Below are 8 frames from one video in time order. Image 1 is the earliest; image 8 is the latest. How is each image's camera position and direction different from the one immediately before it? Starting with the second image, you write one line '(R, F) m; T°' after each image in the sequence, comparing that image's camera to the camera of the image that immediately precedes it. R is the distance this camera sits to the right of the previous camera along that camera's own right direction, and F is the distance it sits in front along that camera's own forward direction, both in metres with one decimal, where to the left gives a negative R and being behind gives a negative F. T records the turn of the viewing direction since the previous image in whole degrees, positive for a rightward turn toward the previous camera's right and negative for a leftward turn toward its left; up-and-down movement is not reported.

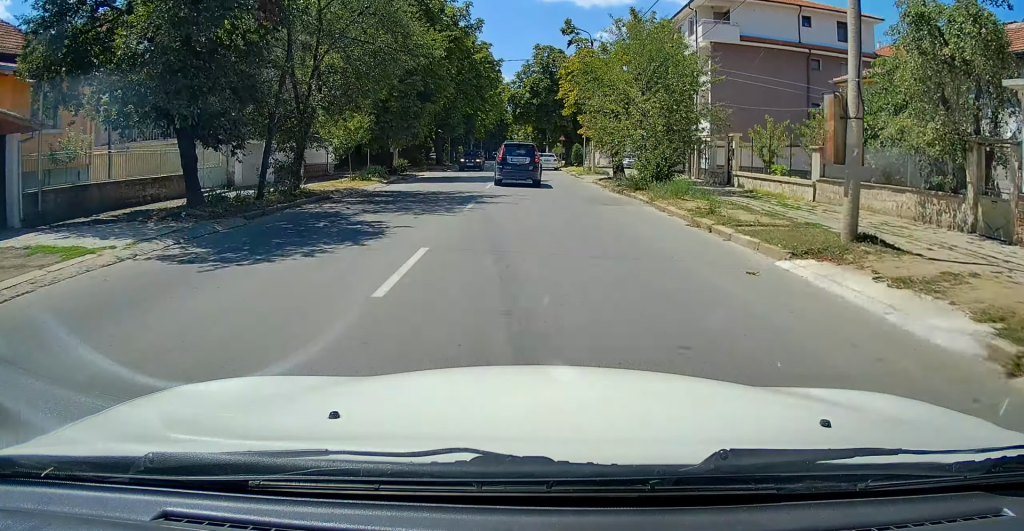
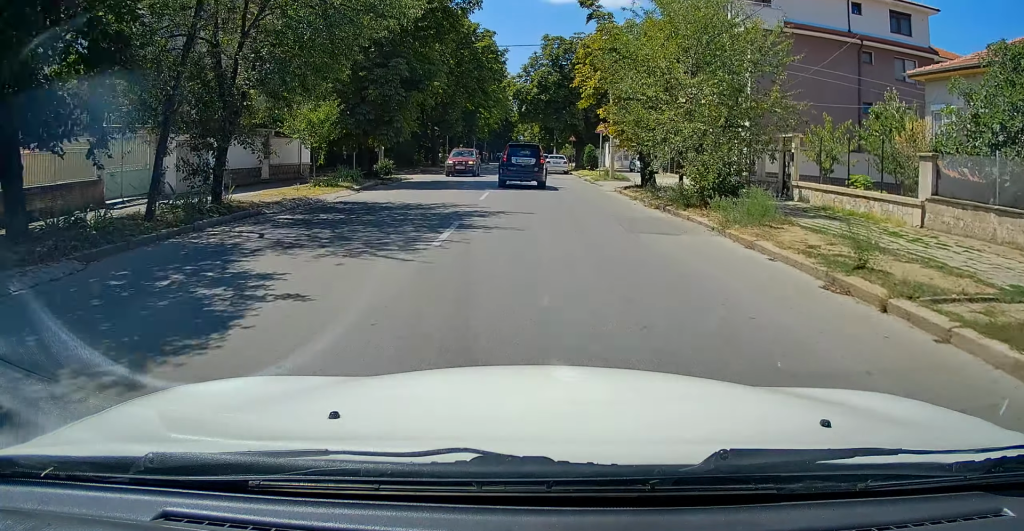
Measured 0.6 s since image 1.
(-0.1, +6.0) m; 0°
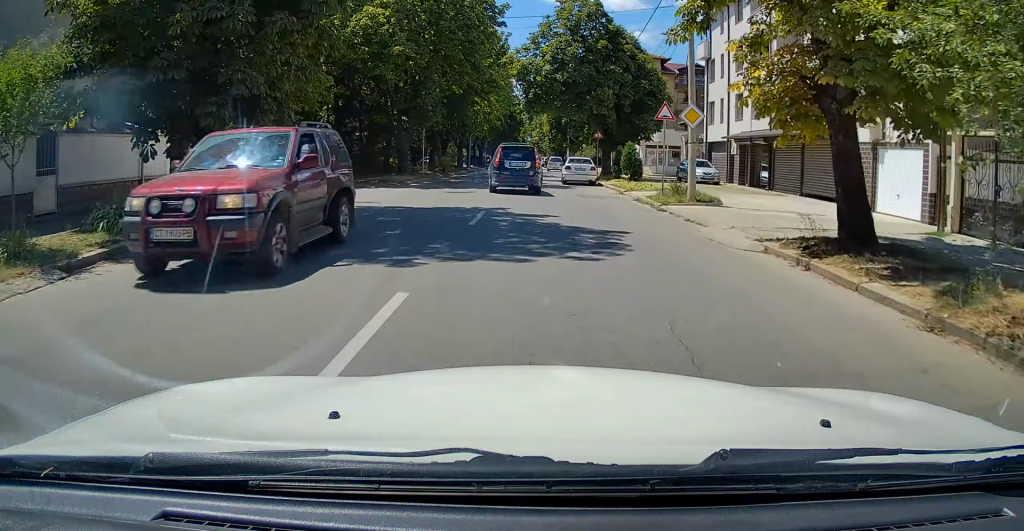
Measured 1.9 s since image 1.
(+0.4, +14.8) m; 0°
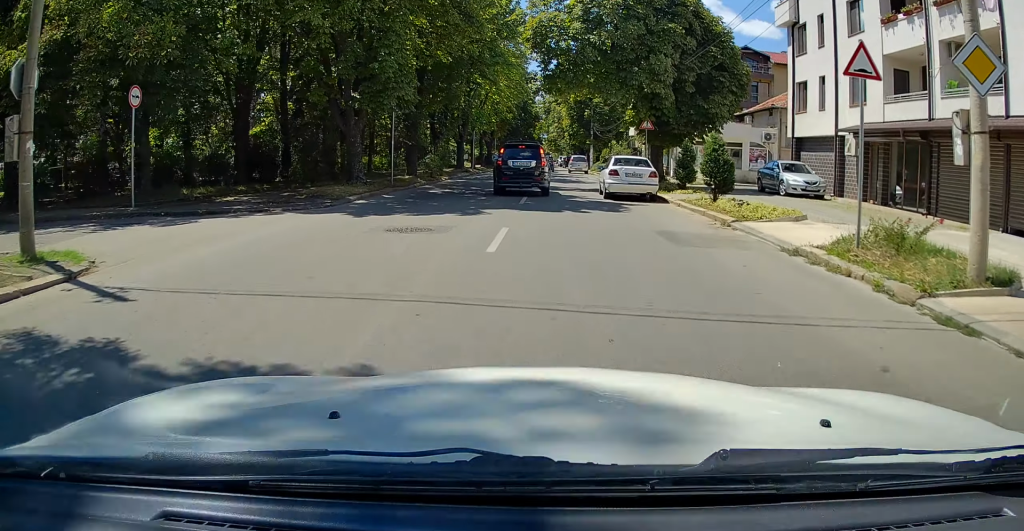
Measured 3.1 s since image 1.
(-0.2, +12.2) m; -2°
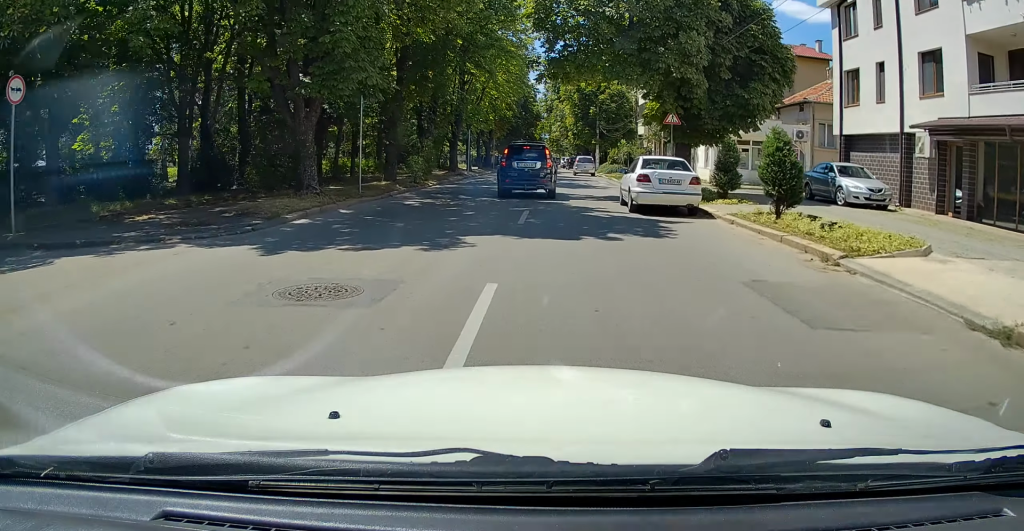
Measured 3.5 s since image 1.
(0.0, +4.9) m; -1°
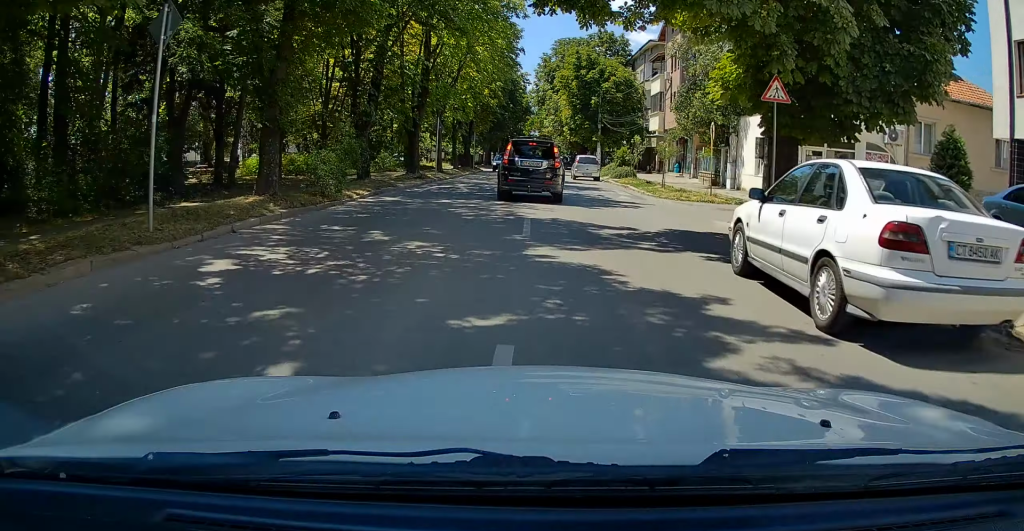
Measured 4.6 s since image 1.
(-0.1, +11.4) m; -1°
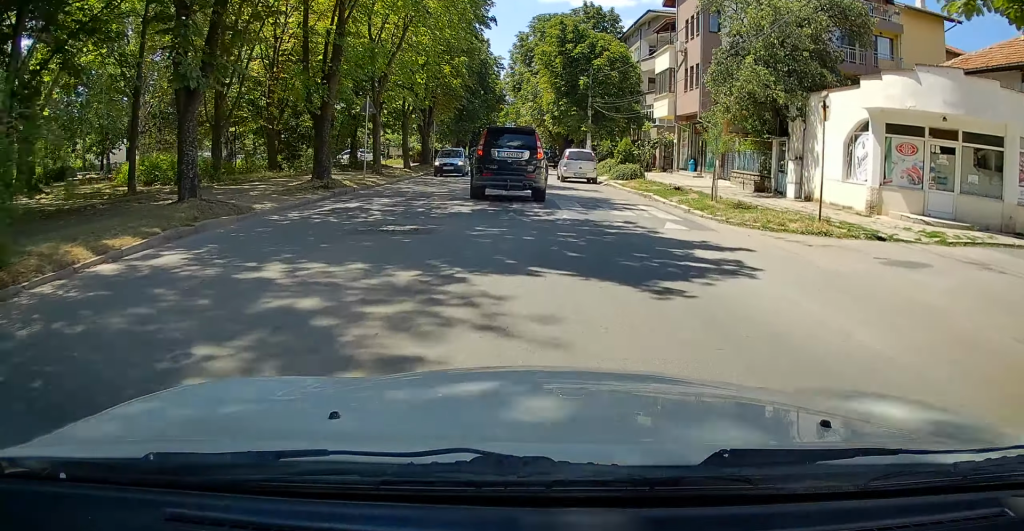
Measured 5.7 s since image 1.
(0.0, +11.4) m; +2°
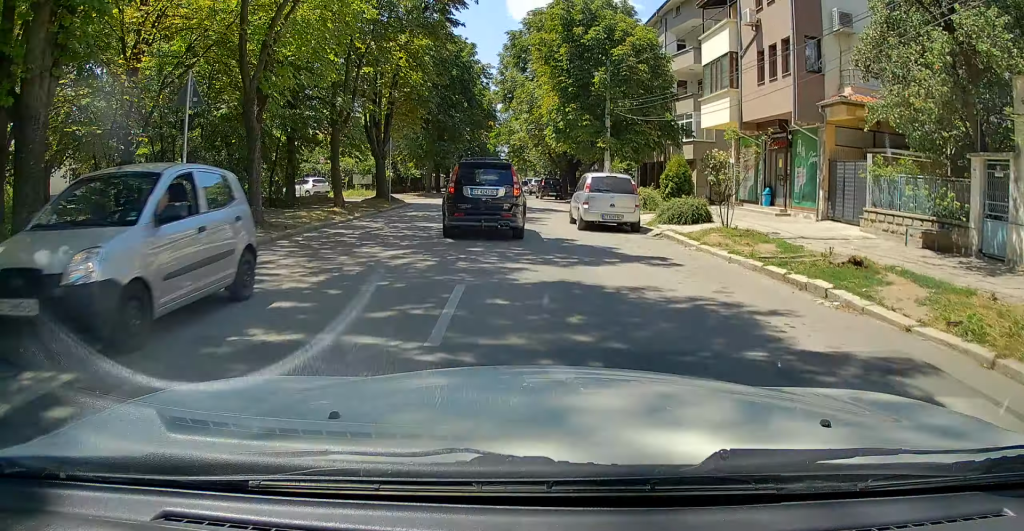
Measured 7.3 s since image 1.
(+0.5, +14.7) m; +3°
